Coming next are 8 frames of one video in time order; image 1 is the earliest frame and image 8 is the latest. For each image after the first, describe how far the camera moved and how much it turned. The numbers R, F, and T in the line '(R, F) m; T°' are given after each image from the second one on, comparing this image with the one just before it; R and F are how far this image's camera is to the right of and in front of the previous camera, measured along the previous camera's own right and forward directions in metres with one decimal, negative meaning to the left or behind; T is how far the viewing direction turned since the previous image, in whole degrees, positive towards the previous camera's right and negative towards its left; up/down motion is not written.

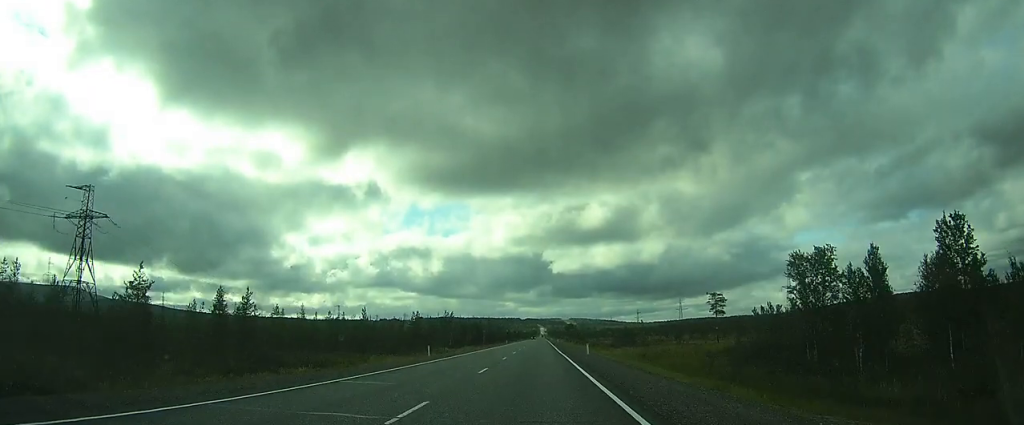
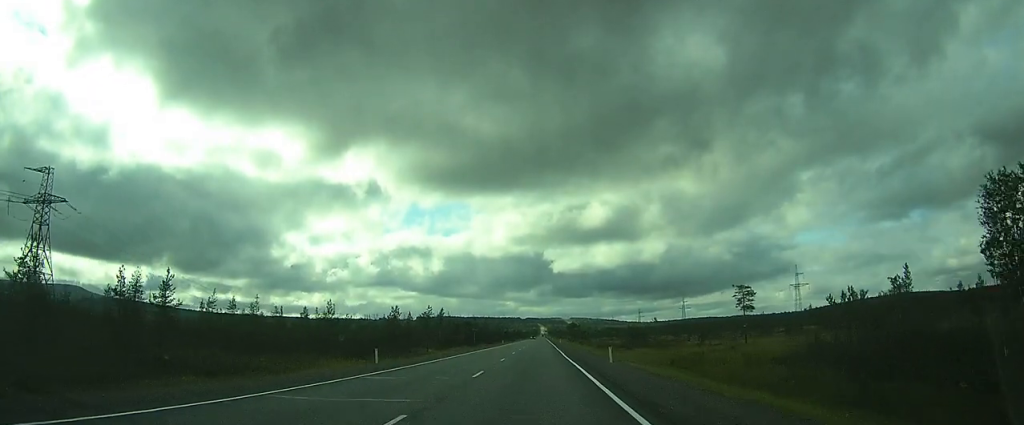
(+0.3, +14.4) m; 0°
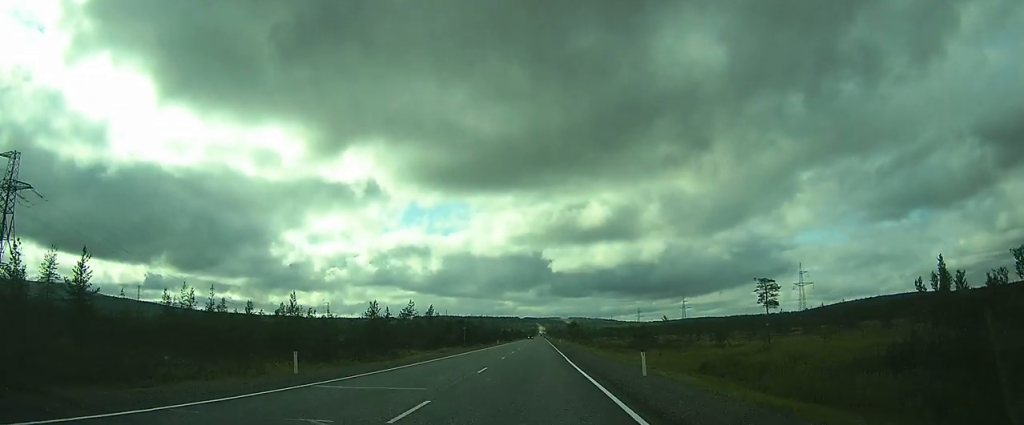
(+0.2, +10.1) m; 0°
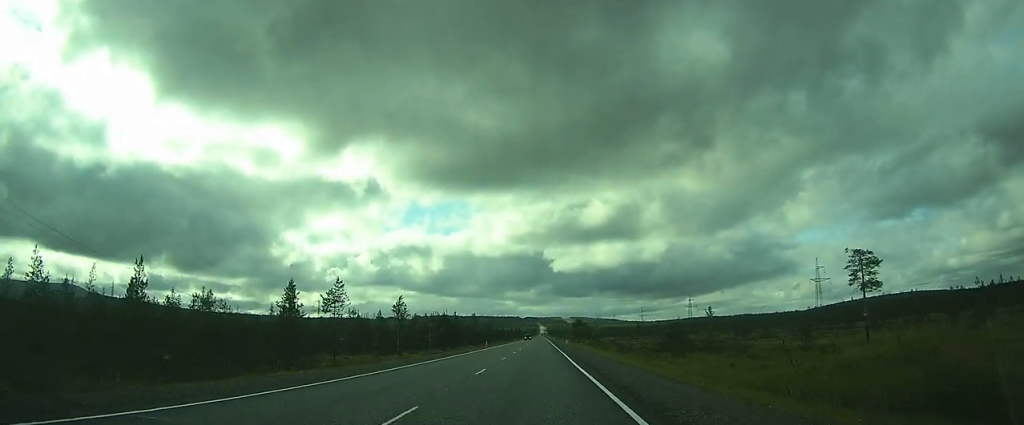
(-0.3, +25.1) m; 0°
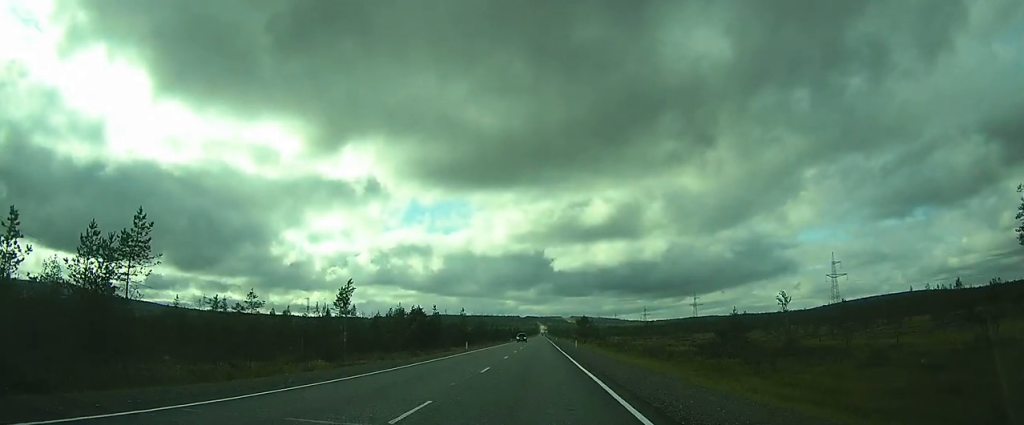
(+0.3, +23.3) m; +1°
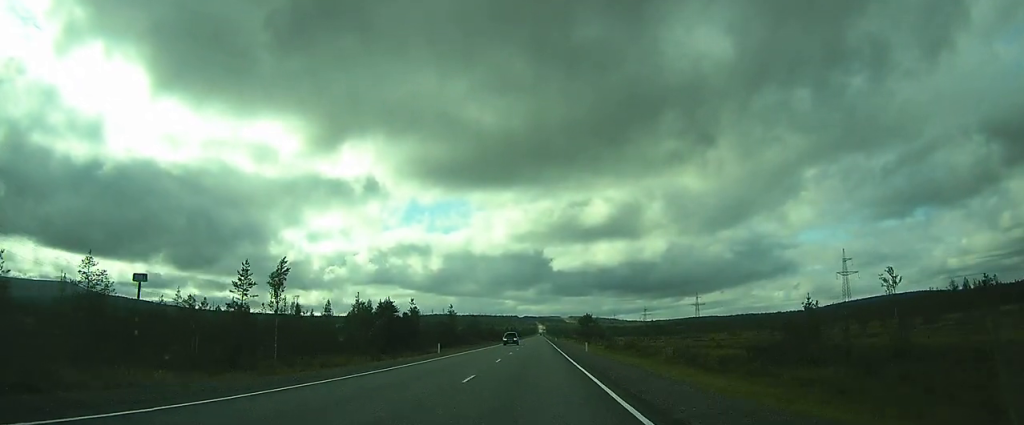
(0.0, +16.6) m; 0°
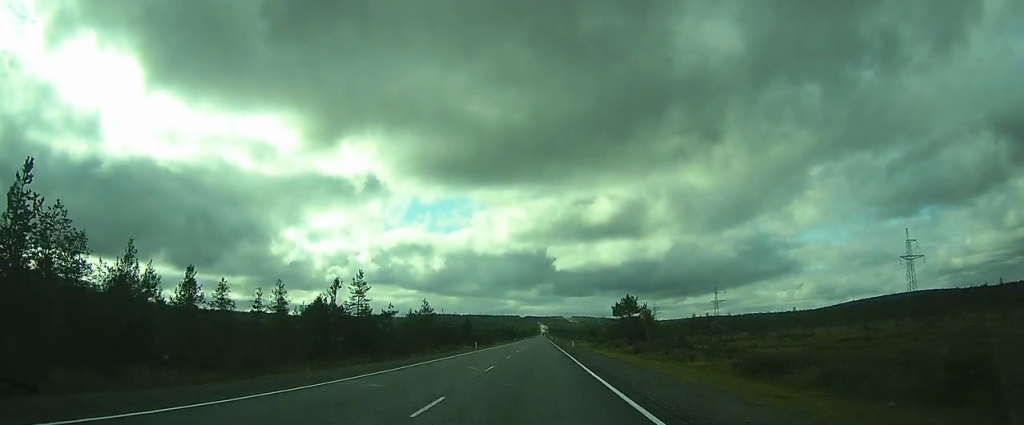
(-1.1, +67.7) m; -1°
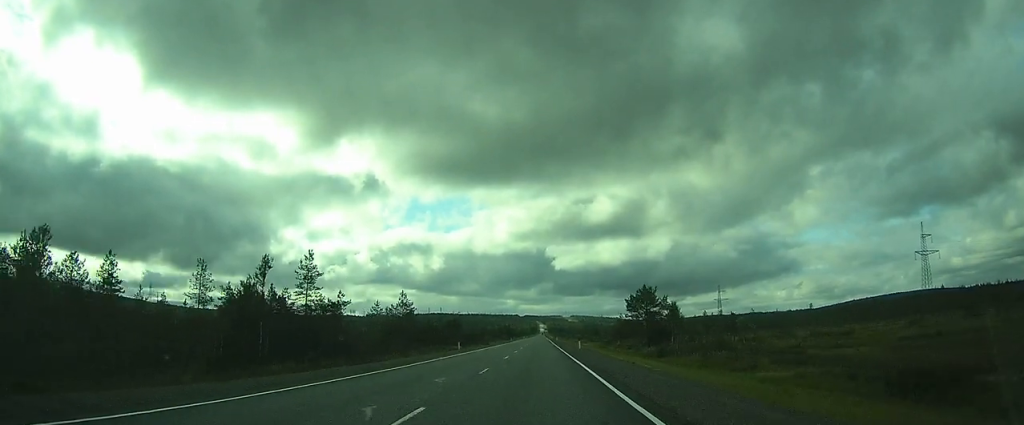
(0.0, +14.2) m; 0°
